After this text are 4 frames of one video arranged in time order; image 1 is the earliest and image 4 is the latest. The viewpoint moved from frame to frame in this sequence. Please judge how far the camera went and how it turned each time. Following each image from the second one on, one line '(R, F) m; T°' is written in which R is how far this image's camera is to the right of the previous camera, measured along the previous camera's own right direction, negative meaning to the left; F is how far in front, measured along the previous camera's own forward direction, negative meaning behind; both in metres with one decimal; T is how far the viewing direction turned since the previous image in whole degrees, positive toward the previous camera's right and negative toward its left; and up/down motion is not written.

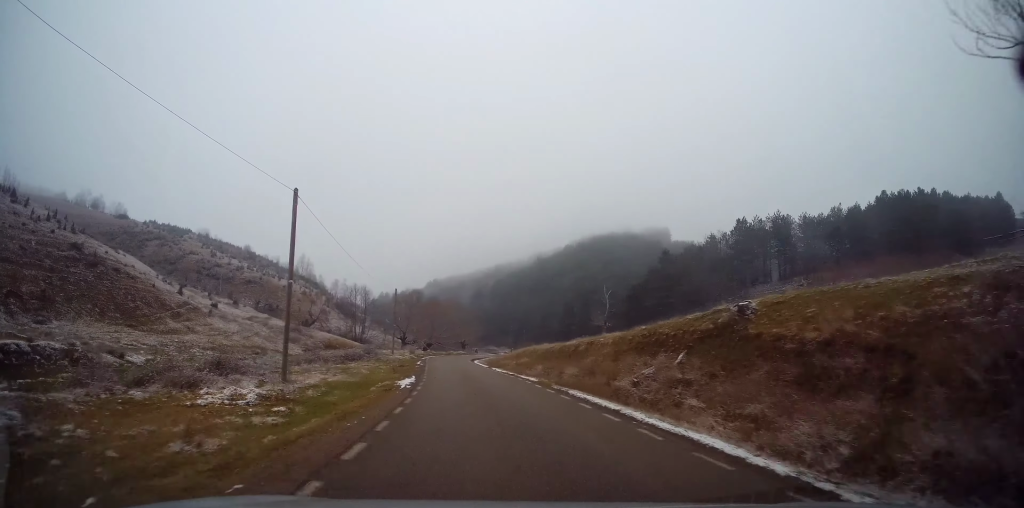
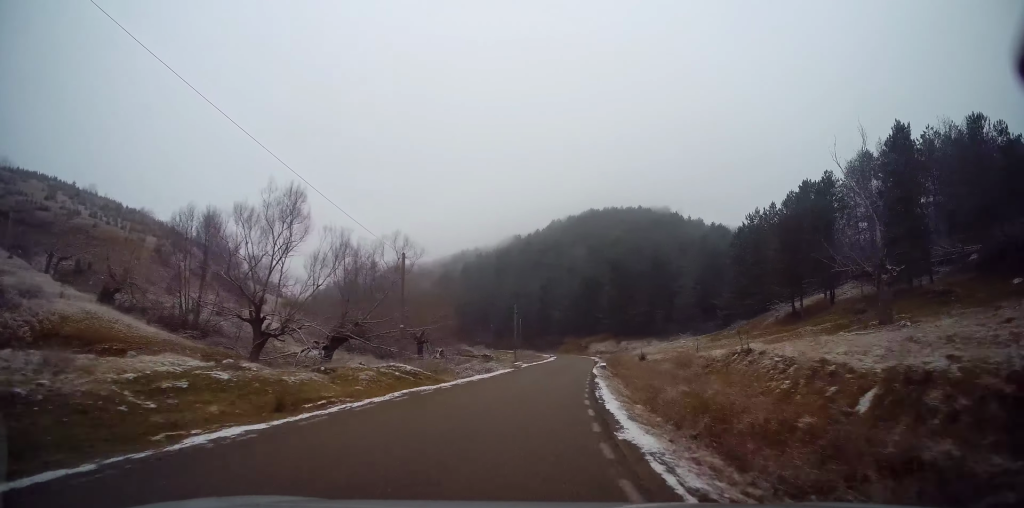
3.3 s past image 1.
(-1.8, +61.8) m; +8°
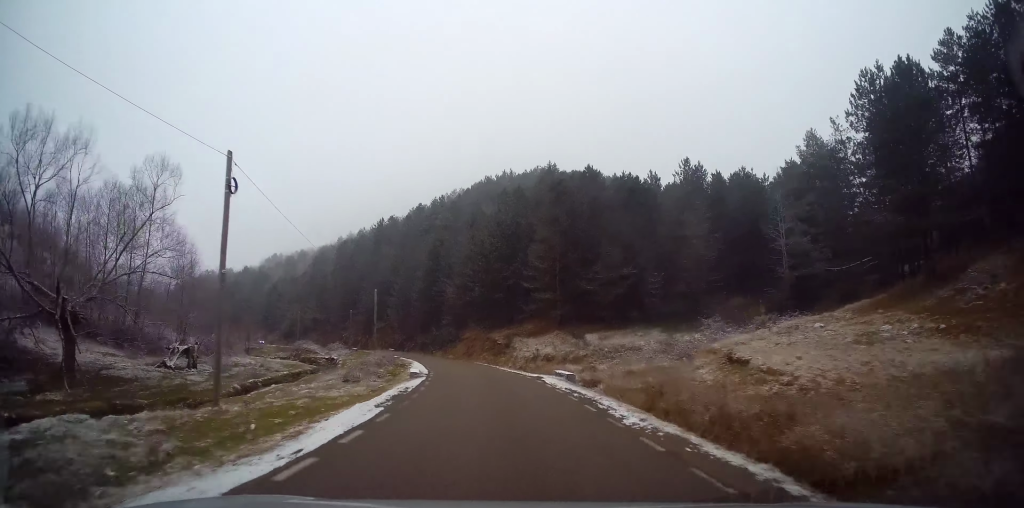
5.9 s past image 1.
(+5.3, +48.9) m; +5°
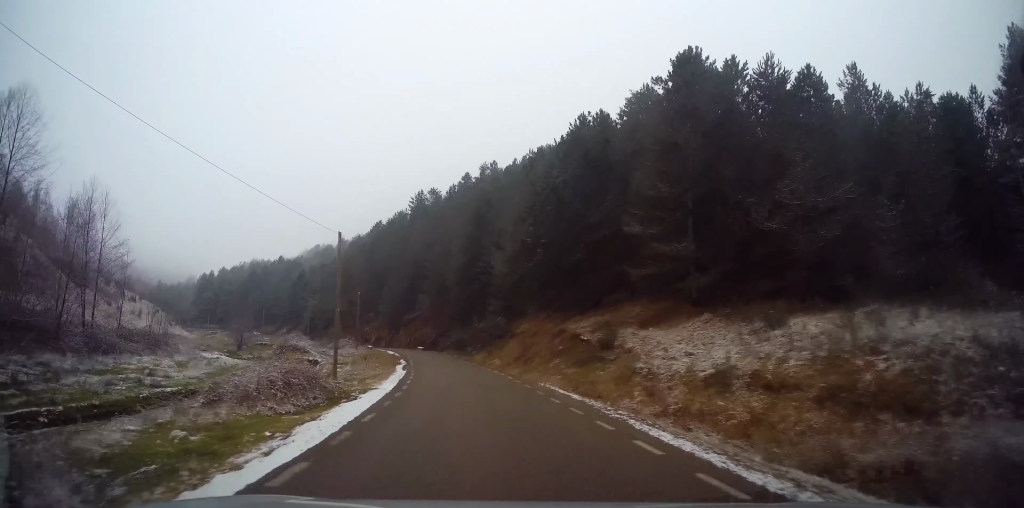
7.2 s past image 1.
(-1.1, +24.4) m; -7°
